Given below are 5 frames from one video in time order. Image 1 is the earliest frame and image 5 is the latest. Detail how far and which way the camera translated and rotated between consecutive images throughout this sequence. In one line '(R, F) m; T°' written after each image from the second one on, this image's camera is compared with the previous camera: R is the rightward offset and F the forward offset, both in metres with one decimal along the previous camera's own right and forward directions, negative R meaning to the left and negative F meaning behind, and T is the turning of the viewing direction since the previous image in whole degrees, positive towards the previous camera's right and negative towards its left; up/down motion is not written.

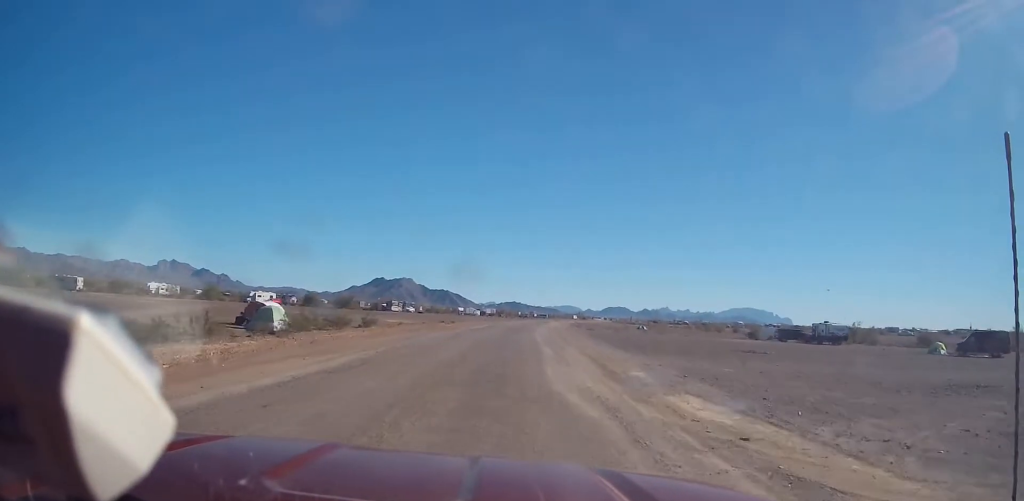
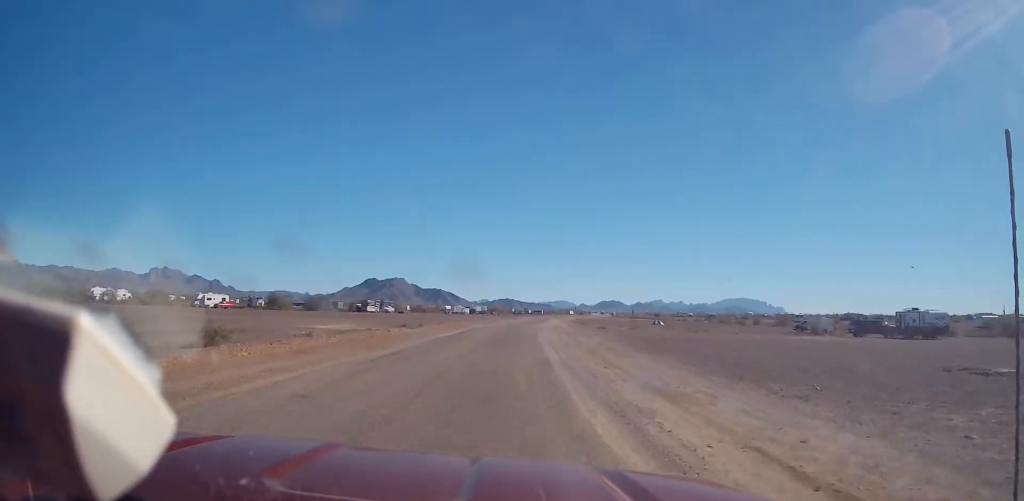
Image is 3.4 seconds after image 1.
(0.0, +25.6) m; 0°
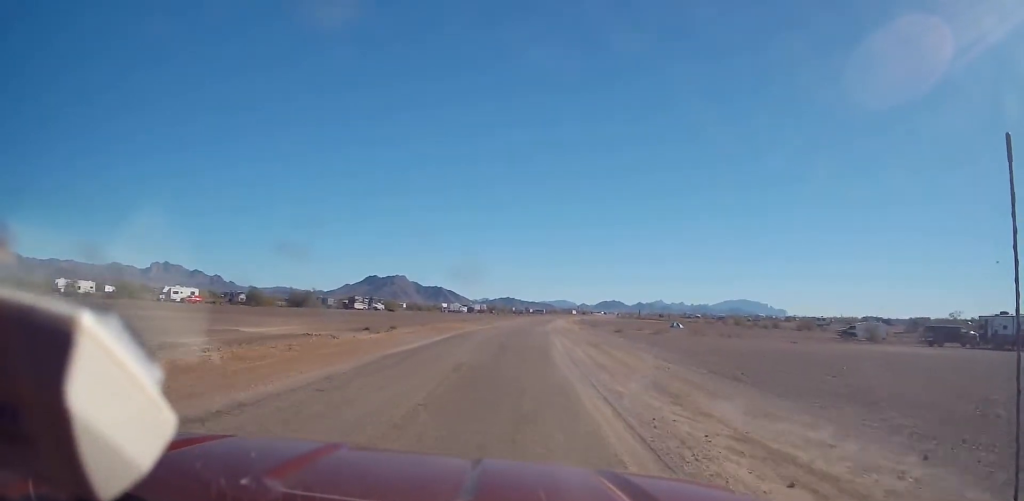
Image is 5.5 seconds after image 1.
(-0.1, +15.9) m; 0°
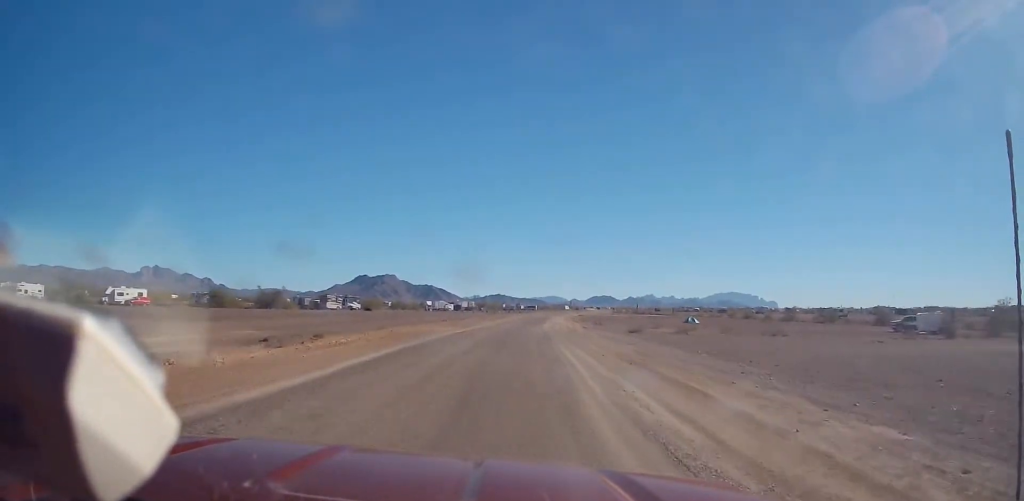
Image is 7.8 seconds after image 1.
(+0.2, +17.0) m; +1°
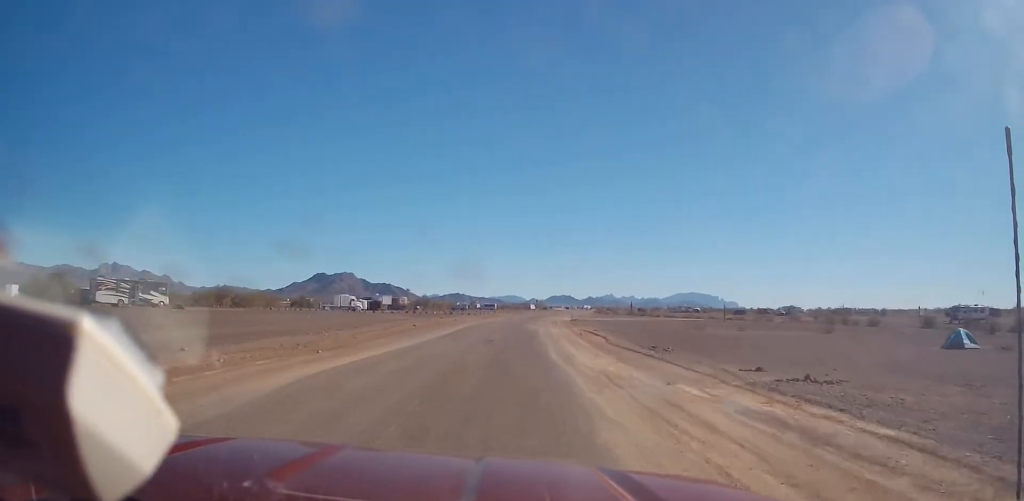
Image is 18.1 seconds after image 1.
(+3.1, +76.6) m; +5°
